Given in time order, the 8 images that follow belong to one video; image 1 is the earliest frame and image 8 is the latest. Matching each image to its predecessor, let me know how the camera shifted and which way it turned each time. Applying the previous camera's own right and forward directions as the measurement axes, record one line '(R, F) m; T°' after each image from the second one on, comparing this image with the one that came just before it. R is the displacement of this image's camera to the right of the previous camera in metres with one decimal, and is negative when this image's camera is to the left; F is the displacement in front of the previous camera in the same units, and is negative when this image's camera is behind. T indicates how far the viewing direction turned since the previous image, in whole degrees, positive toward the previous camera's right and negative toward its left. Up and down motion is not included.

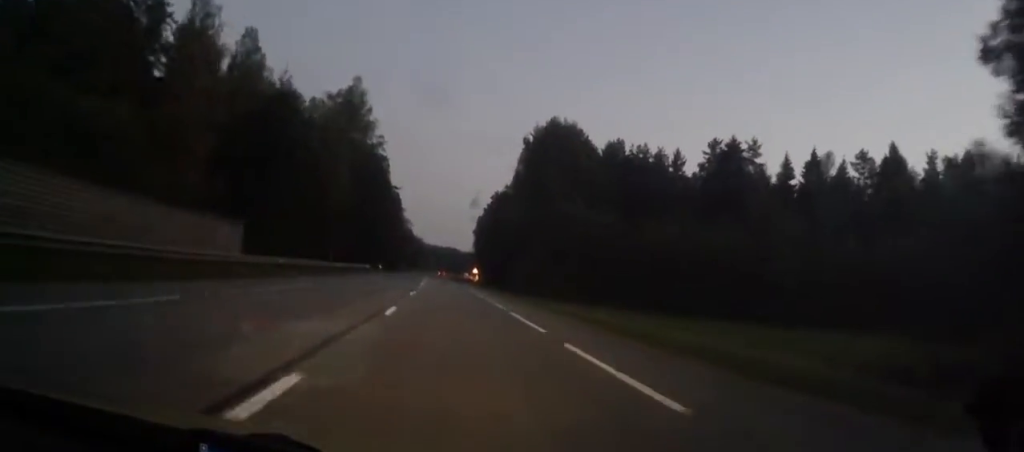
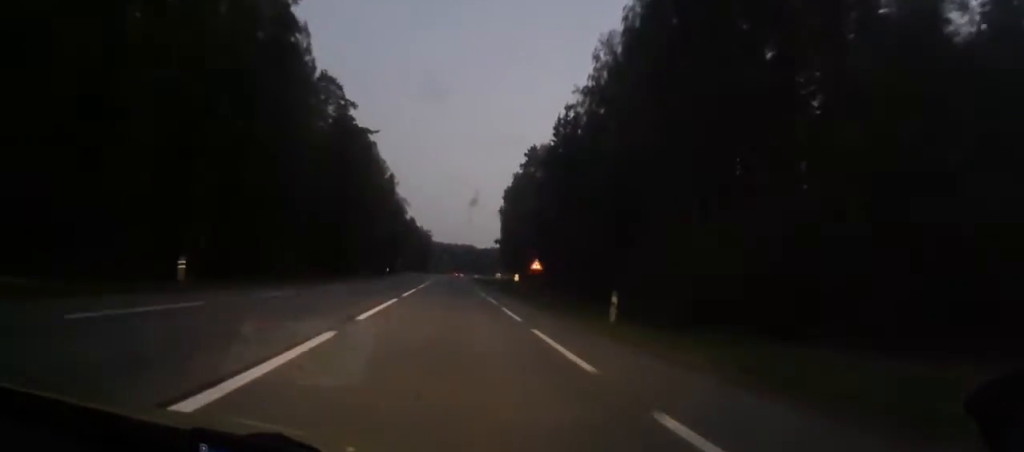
(-1.4, +68.5) m; -3°
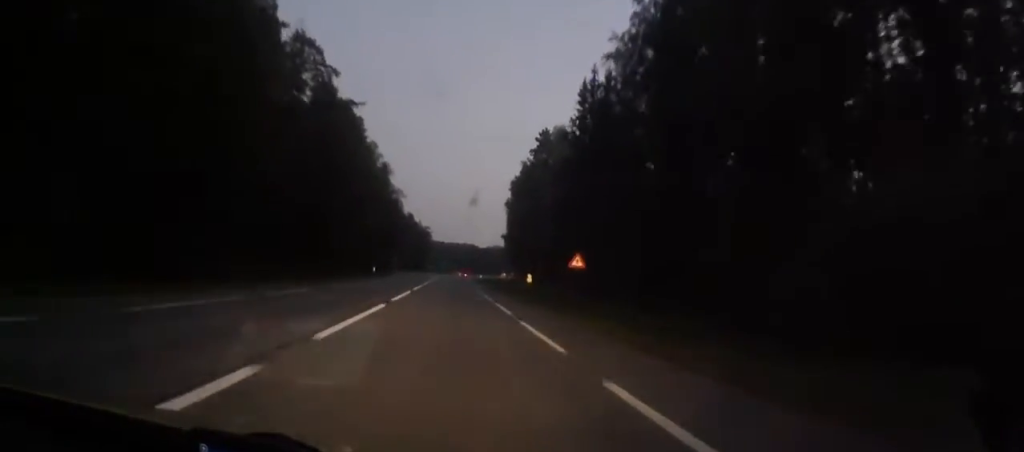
(-0.1, +15.7) m; 0°
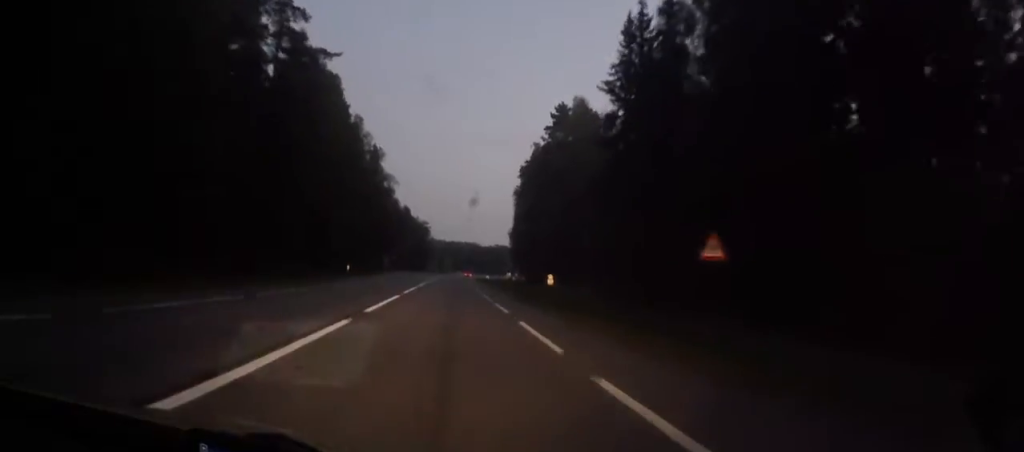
(-0.3, +17.7) m; 0°
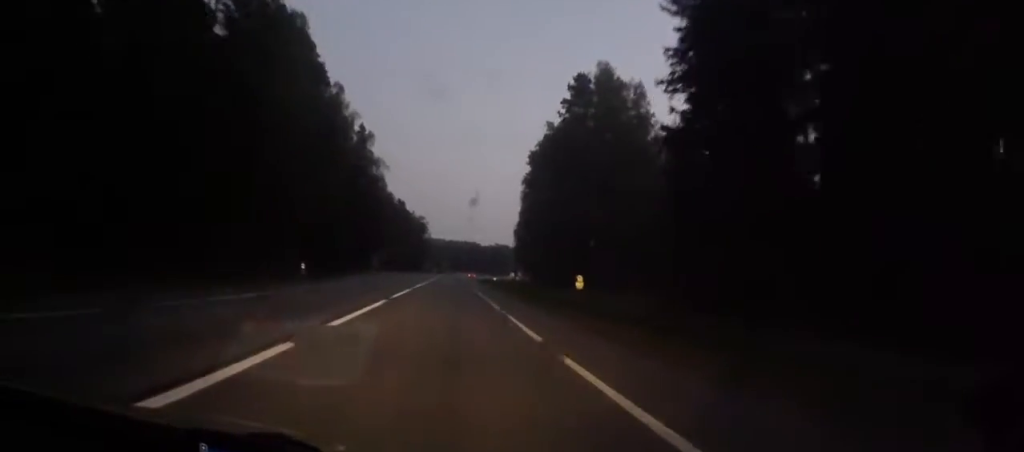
(+0.1, +15.9) m; 0°
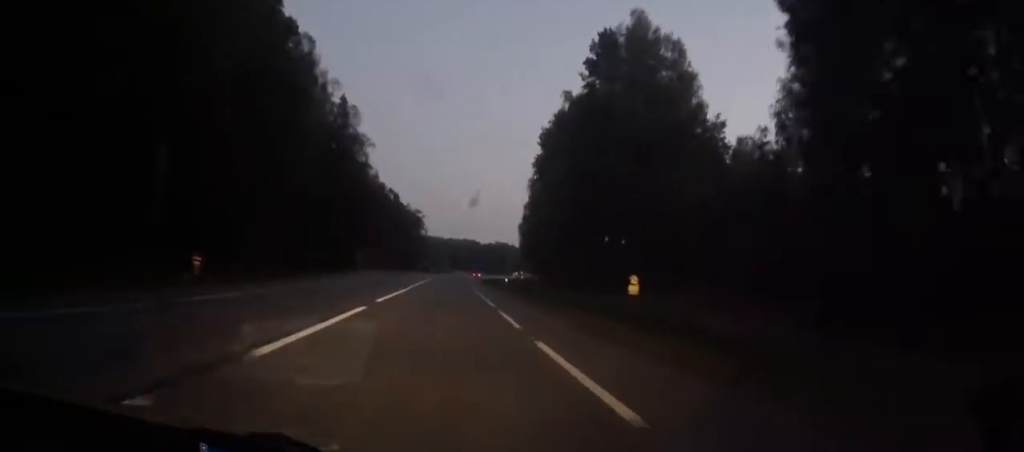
(+0.2, +15.9) m; 0°
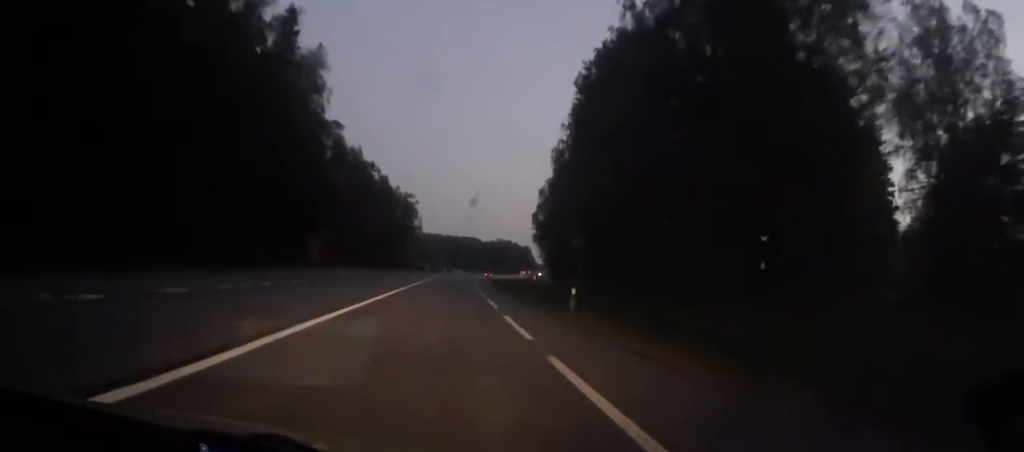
(-0.3, +29.0) m; -1°
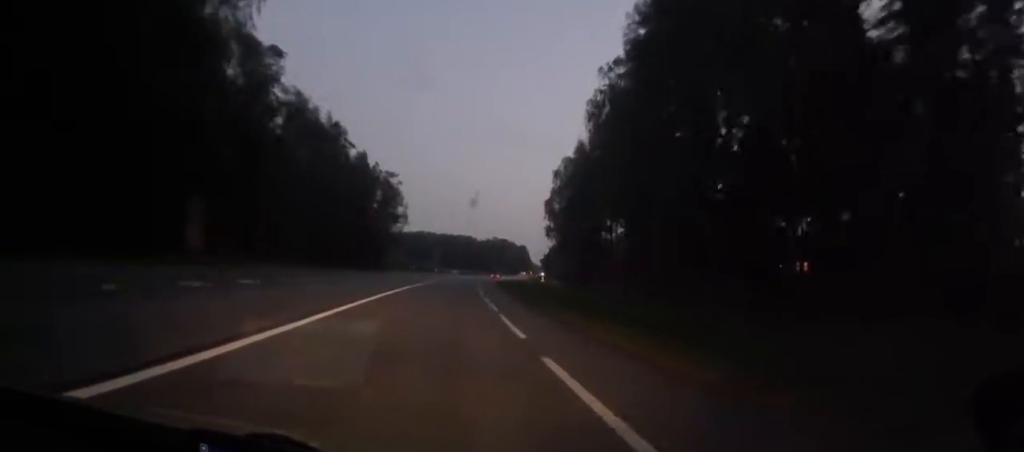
(-0.1, +26.9) m; -1°
